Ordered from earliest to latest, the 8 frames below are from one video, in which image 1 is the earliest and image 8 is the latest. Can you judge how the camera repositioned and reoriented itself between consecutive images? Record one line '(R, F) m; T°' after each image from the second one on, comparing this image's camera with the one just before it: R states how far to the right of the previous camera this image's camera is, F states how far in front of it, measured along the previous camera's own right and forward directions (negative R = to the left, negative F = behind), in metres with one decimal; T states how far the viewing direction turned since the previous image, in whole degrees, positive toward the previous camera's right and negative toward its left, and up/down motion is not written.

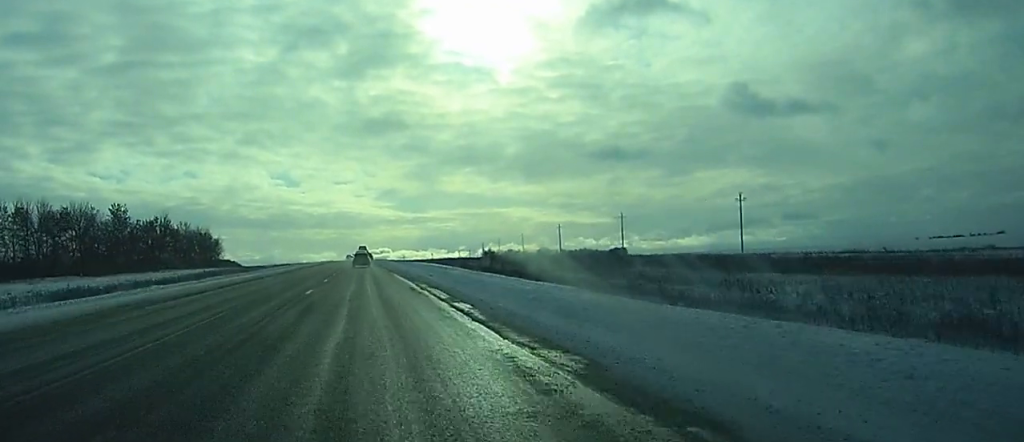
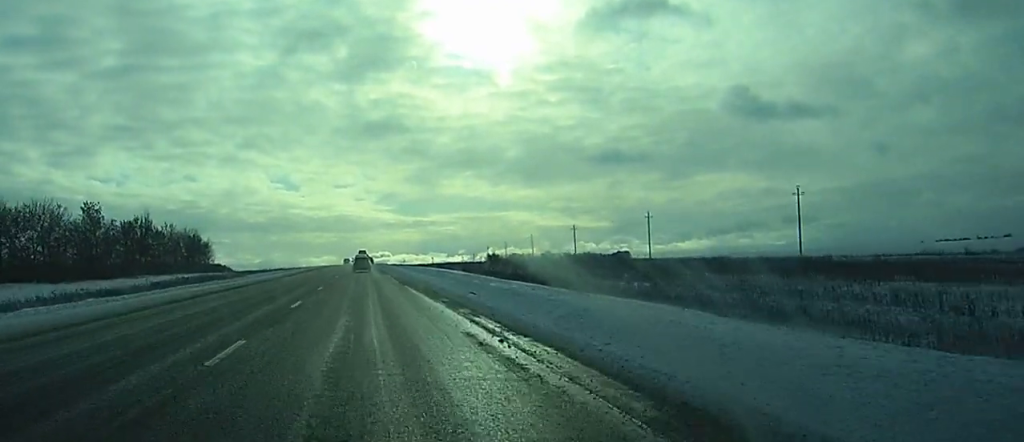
(0.0, +16.9) m; 0°
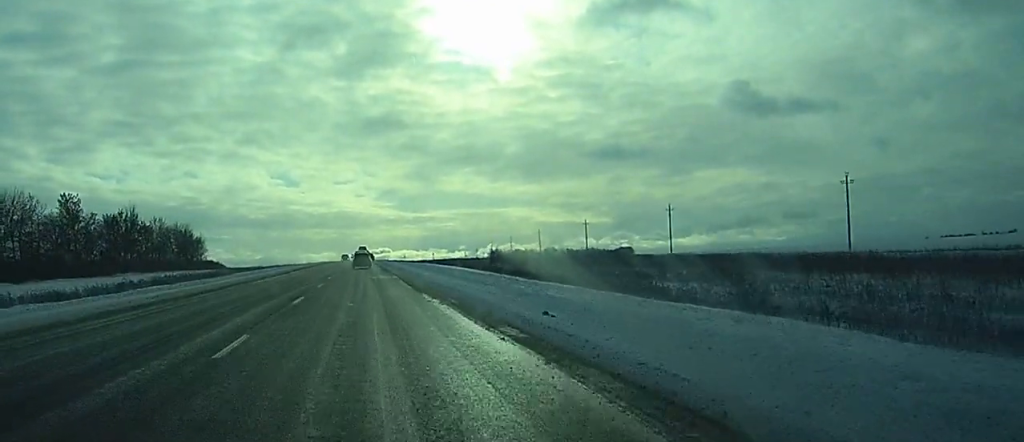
(0.0, +11.3) m; 0°
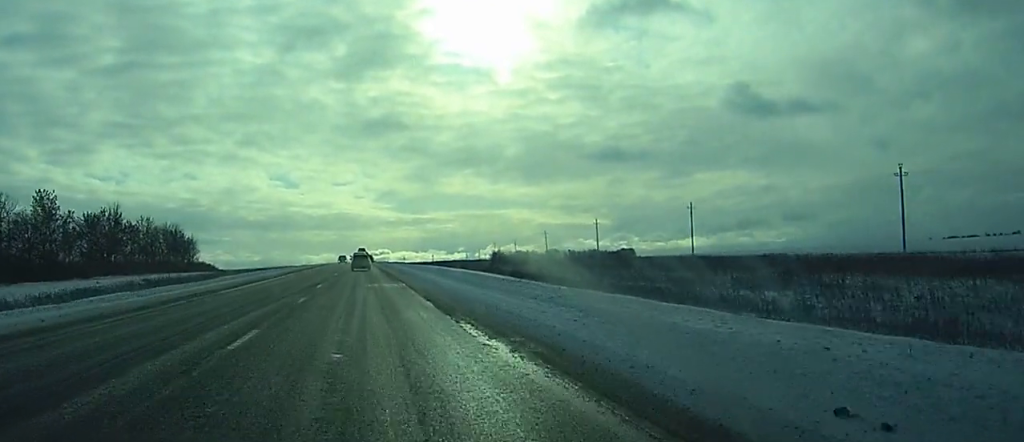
(0.0, +10.6) m; 0°
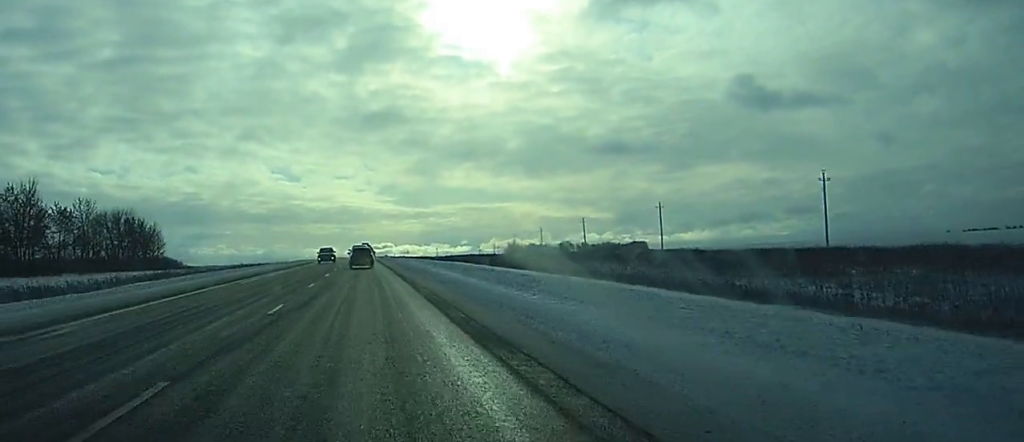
(+0.2, +42.8) m; 0°
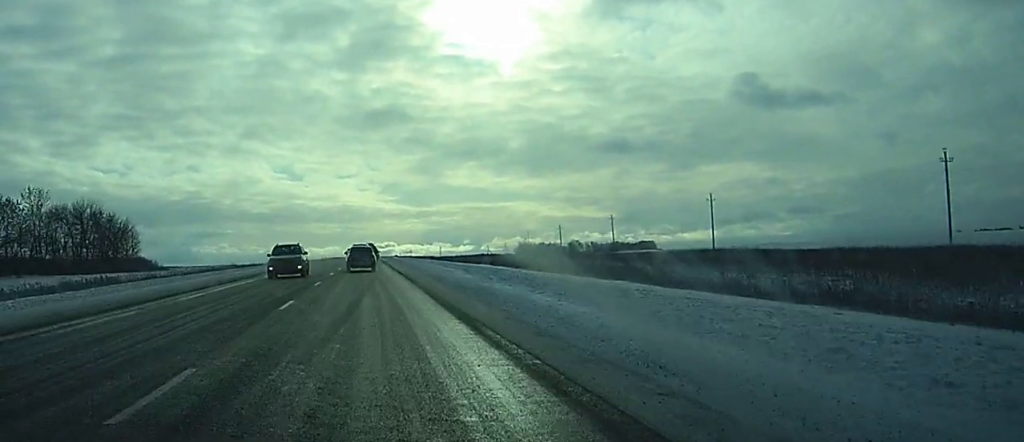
(-0.1, +24.8) m; 0°
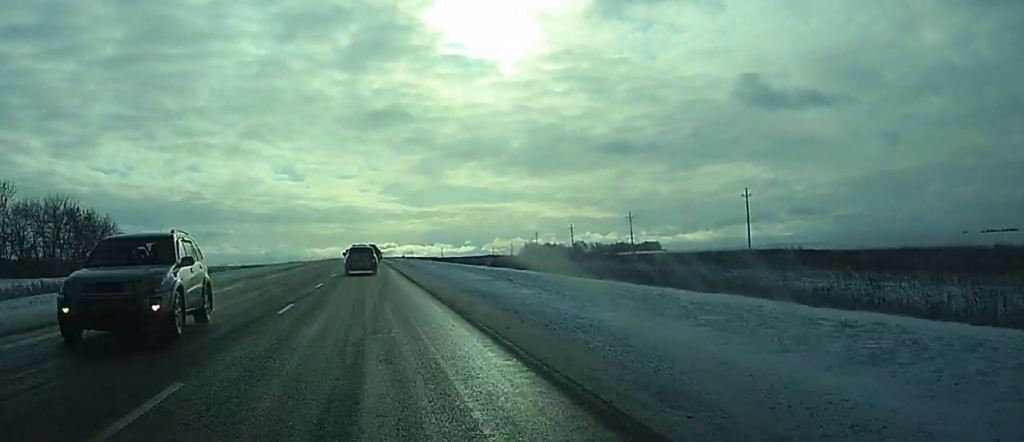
(0.0, +14.5) m; 0°
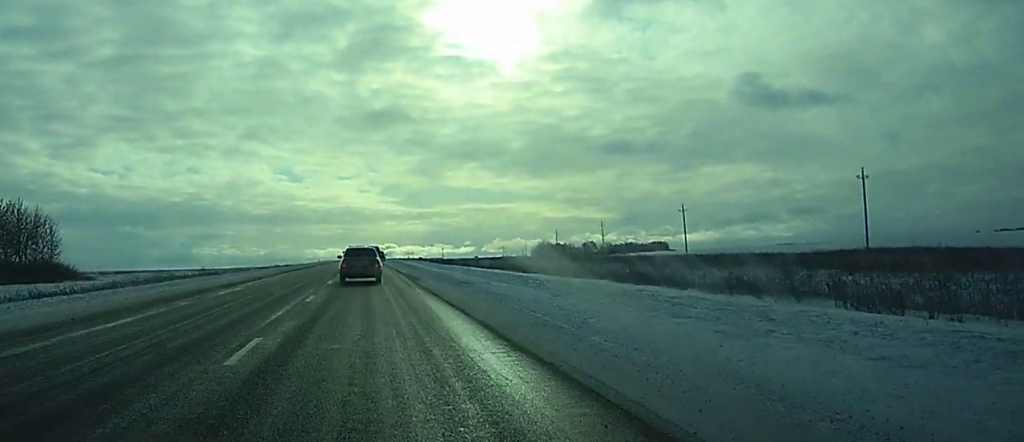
(+0.2, +36.3) m; 0°
